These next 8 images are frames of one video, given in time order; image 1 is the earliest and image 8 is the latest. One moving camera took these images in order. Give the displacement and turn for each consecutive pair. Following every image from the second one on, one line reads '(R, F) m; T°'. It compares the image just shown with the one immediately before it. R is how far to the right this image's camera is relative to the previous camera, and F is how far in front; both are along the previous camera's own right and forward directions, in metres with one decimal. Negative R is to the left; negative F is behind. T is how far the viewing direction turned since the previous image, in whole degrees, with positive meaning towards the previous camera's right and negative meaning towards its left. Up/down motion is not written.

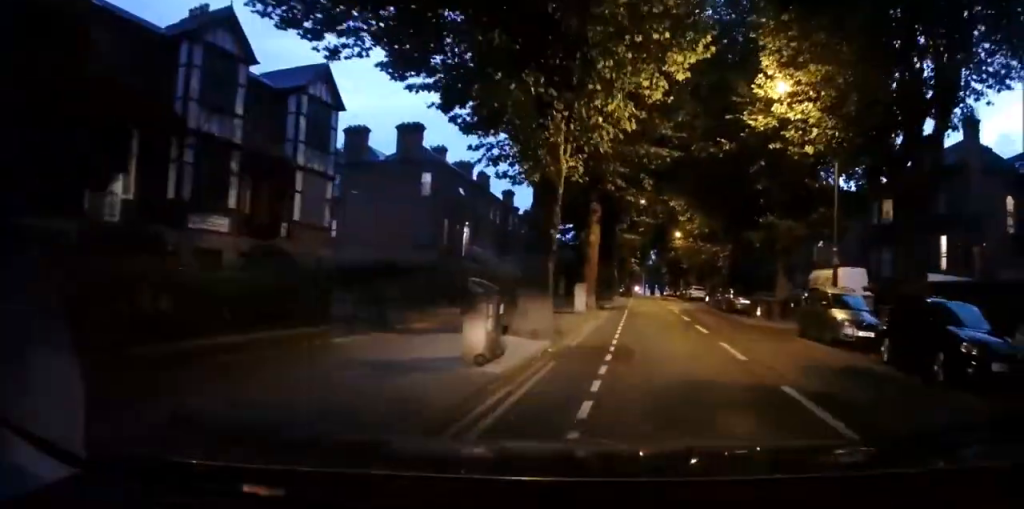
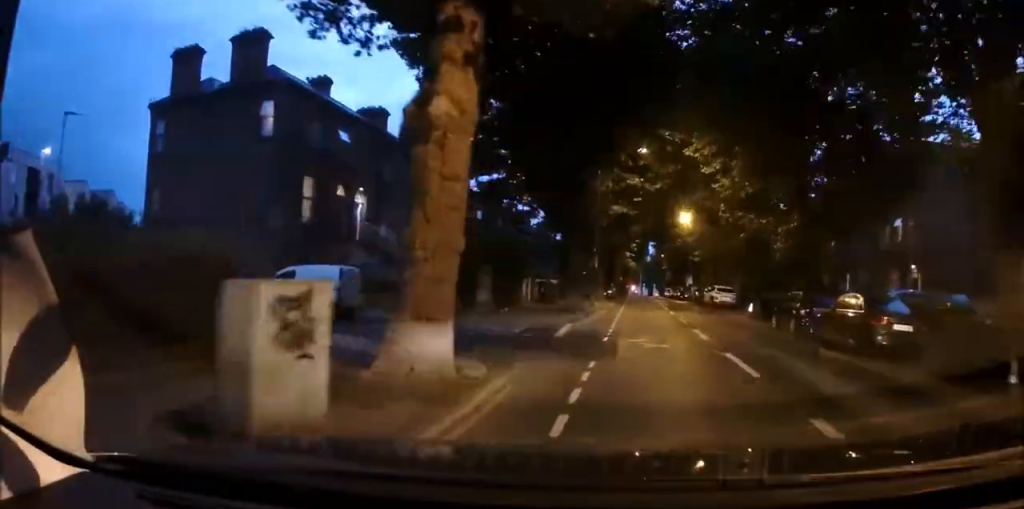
(+0.8, +19.8) m; +2°
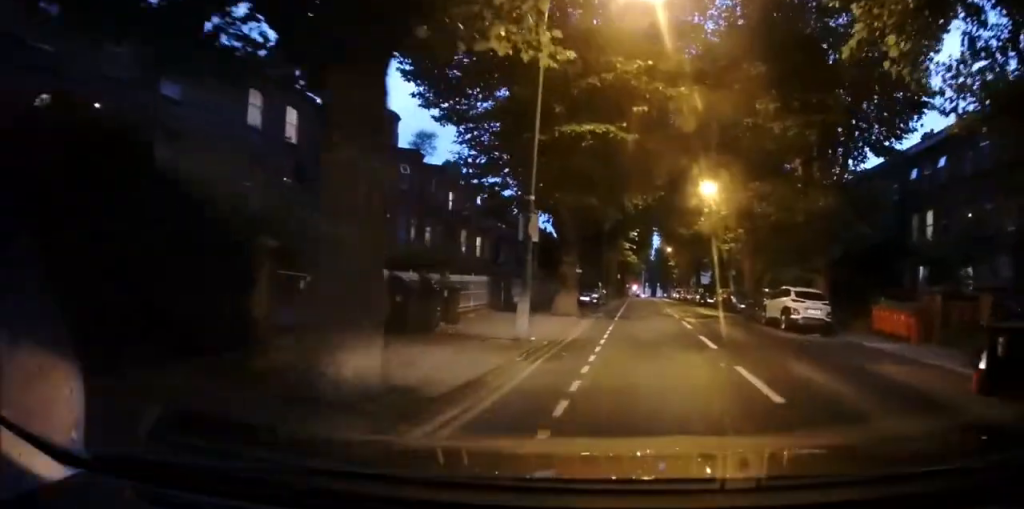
(-0.7, +19.0) m; -4°
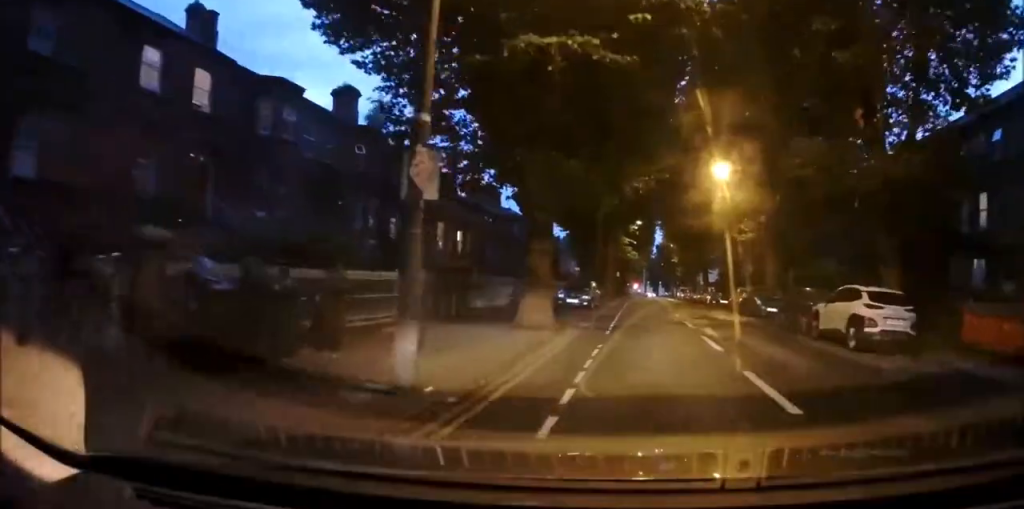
(0.0, +6.5) m; 0°
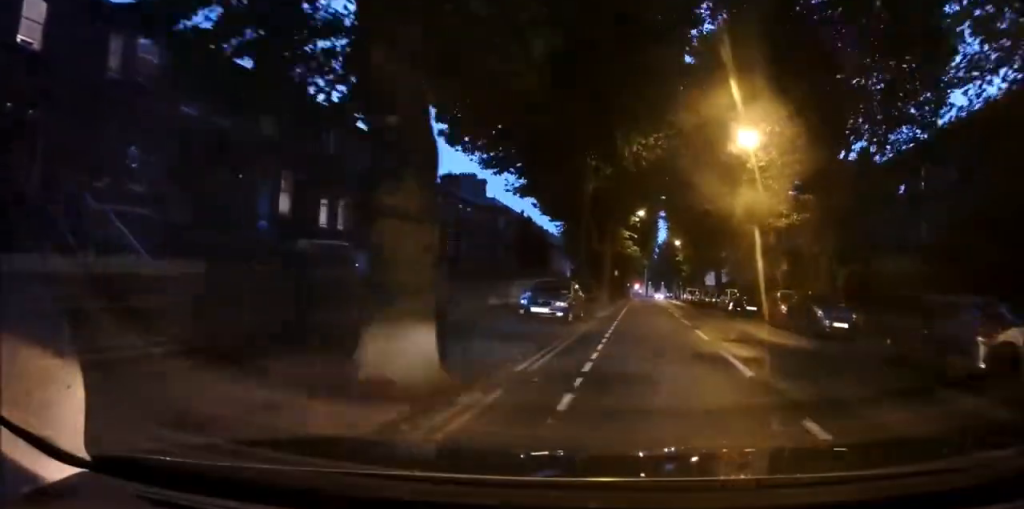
(0.0, +8.9) m; 0°
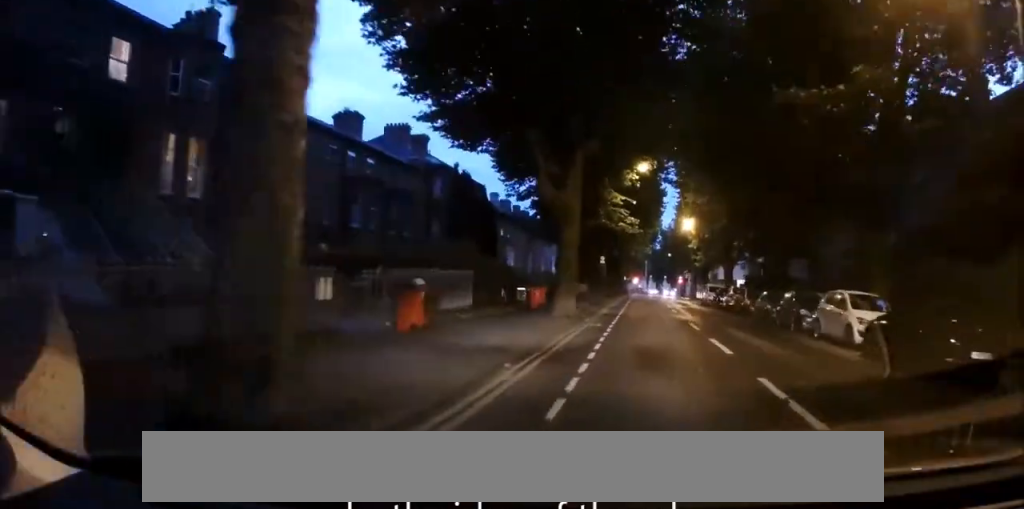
(-0.5, +21.4) m; -2°
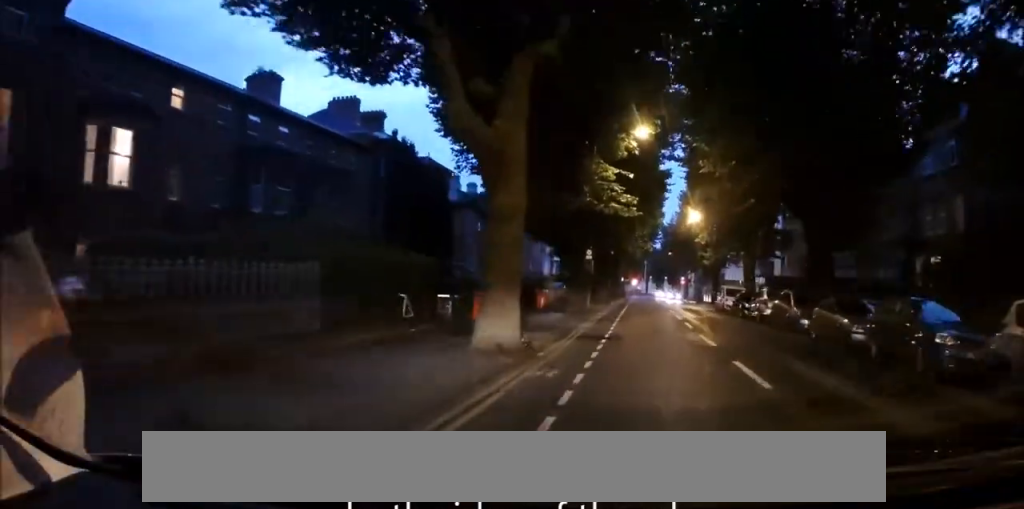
(+0.1, +9.5) m; +1°
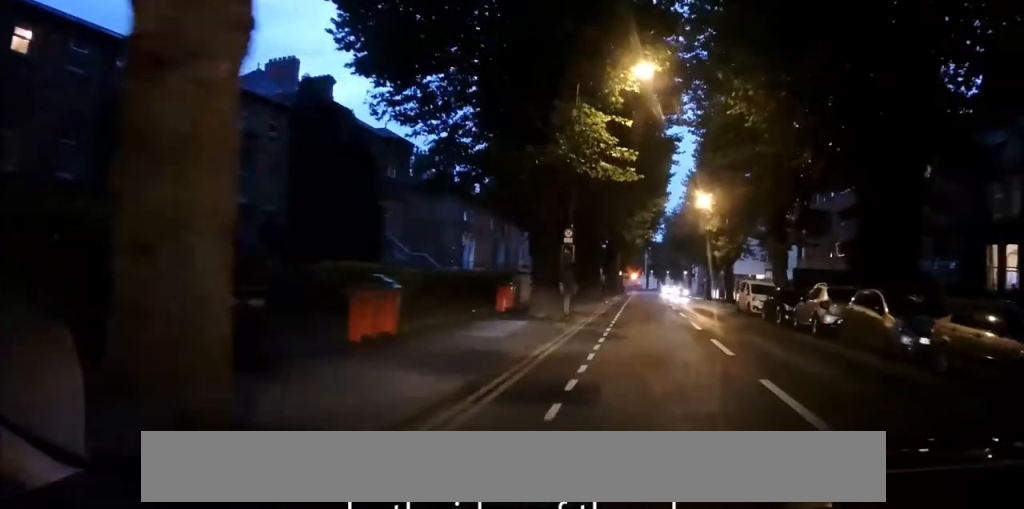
(+0.1, +8.1) m; +2°
